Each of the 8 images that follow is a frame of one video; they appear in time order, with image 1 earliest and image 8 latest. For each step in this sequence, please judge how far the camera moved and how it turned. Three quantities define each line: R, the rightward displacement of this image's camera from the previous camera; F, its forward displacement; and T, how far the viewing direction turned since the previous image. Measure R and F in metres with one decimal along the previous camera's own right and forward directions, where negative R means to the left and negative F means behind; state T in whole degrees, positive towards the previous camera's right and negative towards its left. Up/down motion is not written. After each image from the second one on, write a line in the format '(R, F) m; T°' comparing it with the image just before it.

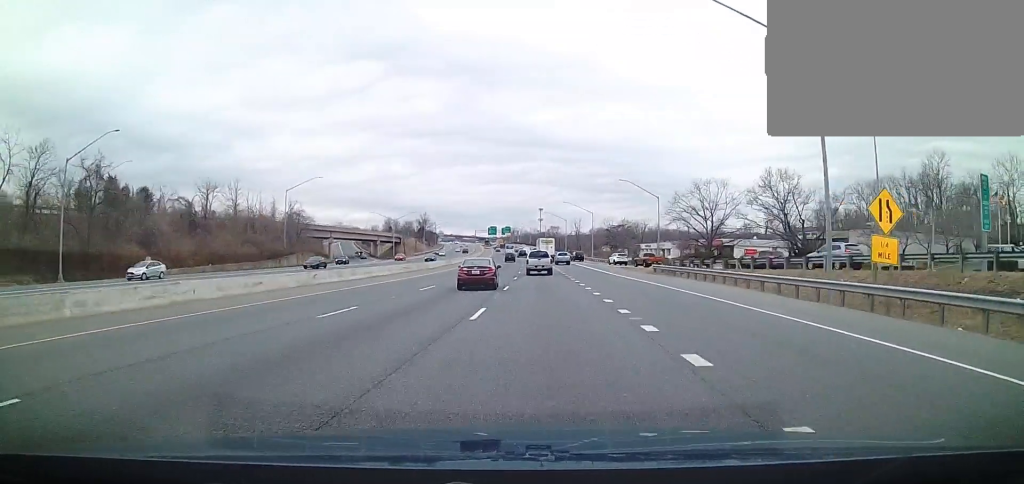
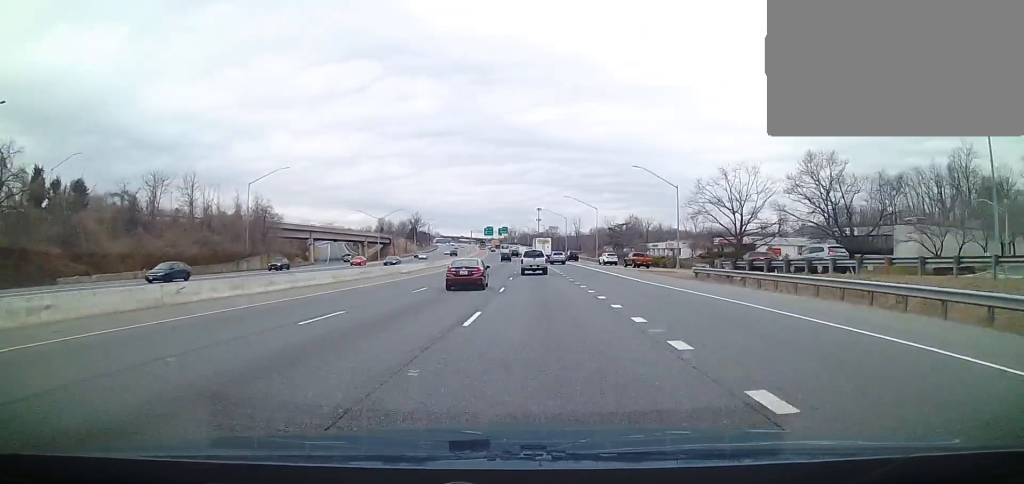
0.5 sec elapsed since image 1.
(+0.1, +13.9) m; 0°
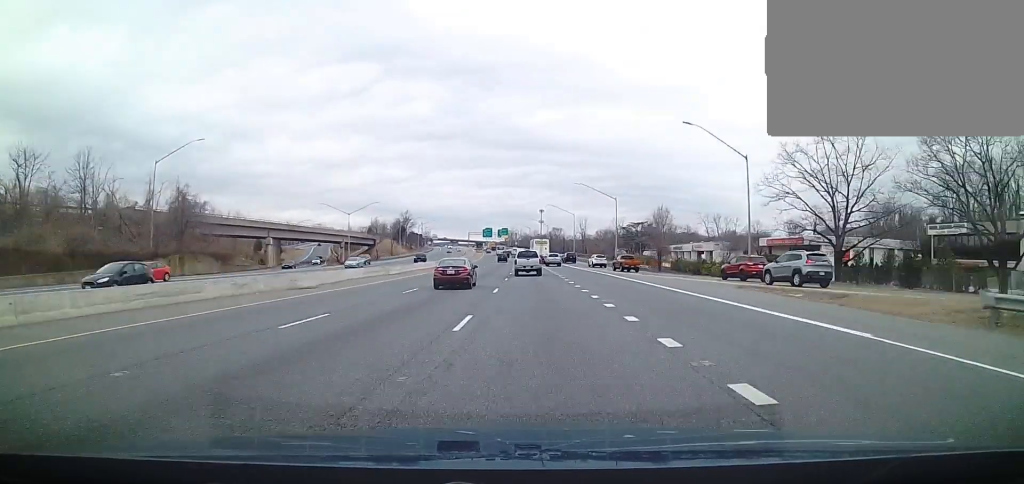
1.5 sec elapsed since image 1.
(-0.1, +26.0) m; 0°
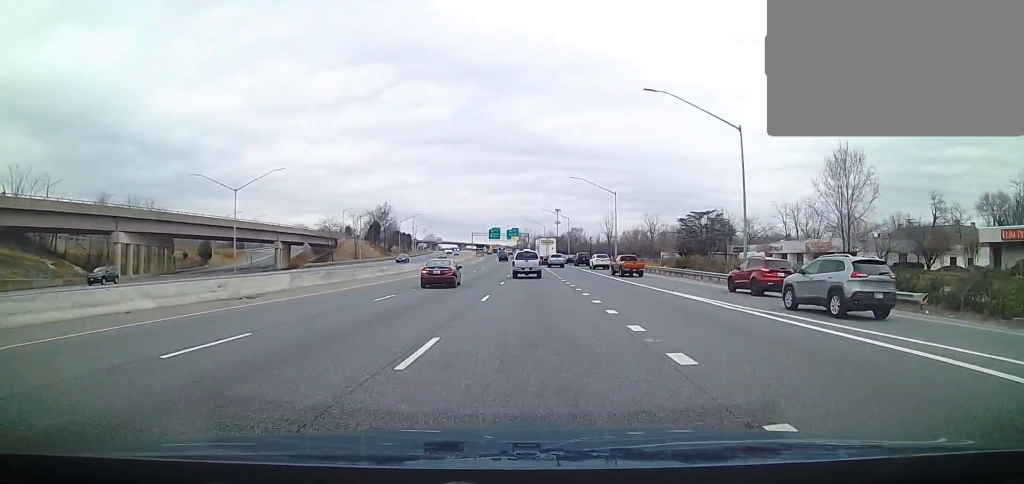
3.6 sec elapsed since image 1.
(-0.6, +53.4) m; -1°
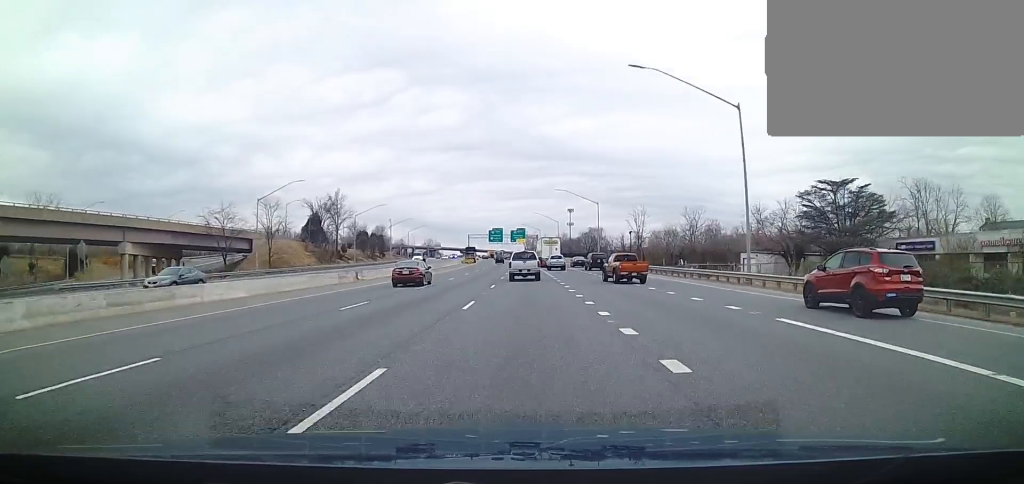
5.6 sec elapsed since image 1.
(-0.6, +51.6) m; -2°
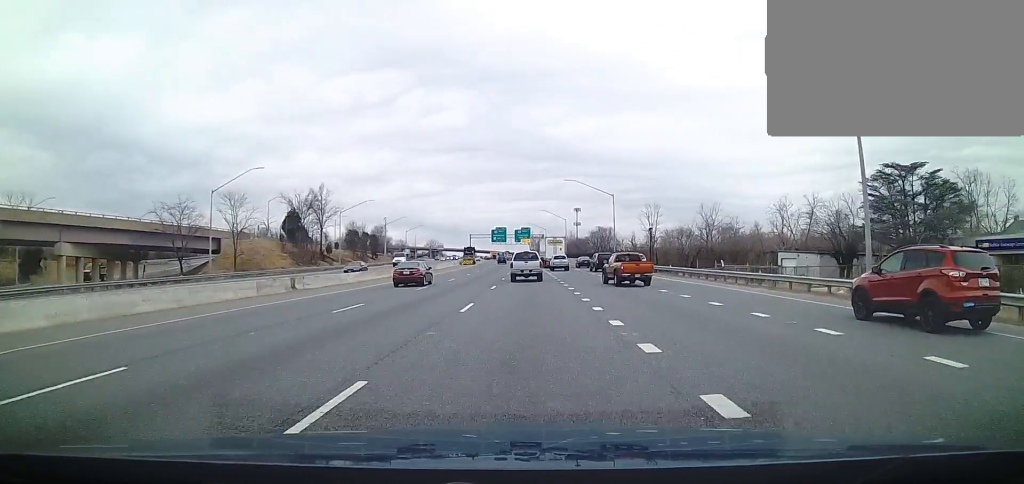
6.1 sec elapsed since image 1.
(-0.2, +12.8) m; -1°
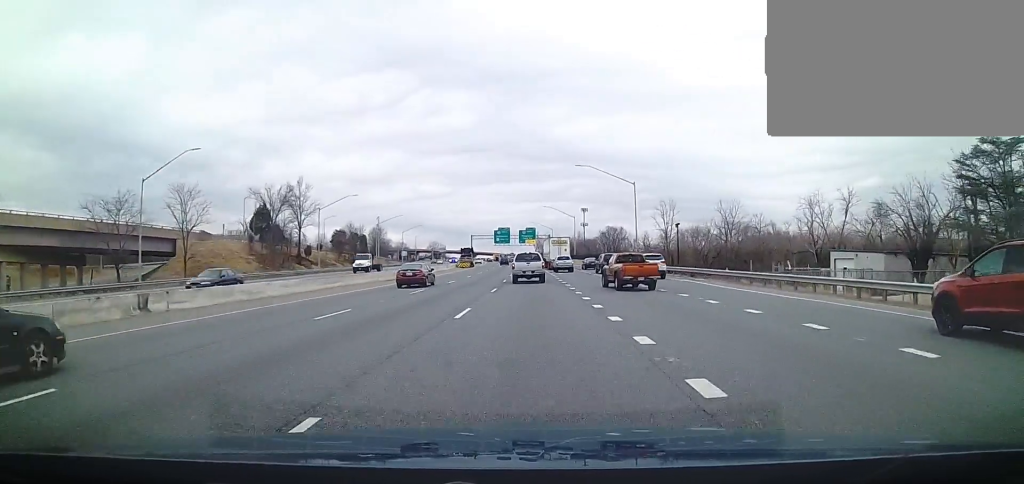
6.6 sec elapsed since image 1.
(-0.1, +13.6) m; -1°
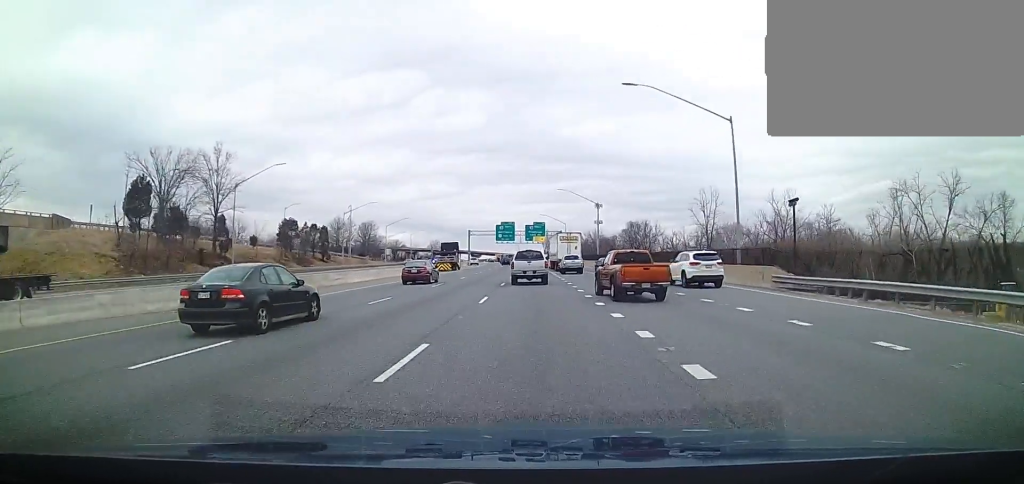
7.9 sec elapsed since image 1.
(-0.4, +31.2) m; -1°
